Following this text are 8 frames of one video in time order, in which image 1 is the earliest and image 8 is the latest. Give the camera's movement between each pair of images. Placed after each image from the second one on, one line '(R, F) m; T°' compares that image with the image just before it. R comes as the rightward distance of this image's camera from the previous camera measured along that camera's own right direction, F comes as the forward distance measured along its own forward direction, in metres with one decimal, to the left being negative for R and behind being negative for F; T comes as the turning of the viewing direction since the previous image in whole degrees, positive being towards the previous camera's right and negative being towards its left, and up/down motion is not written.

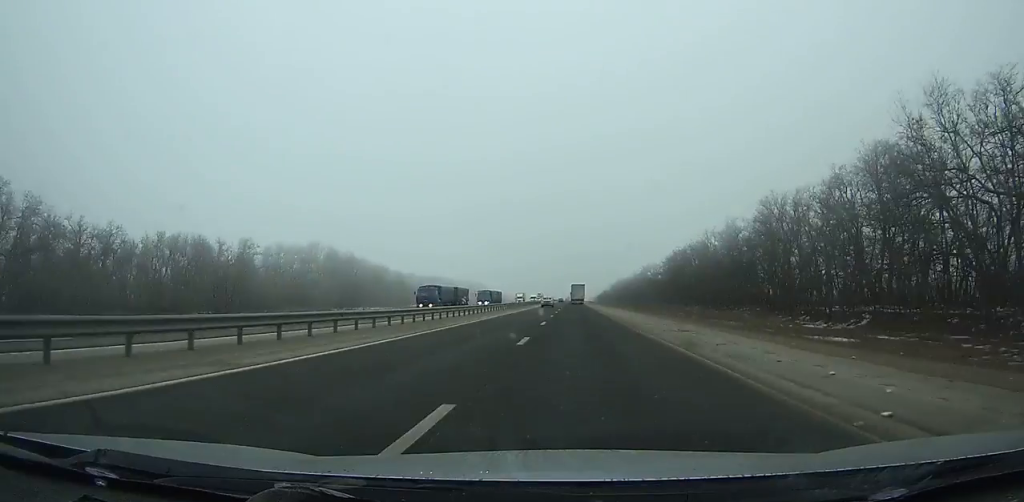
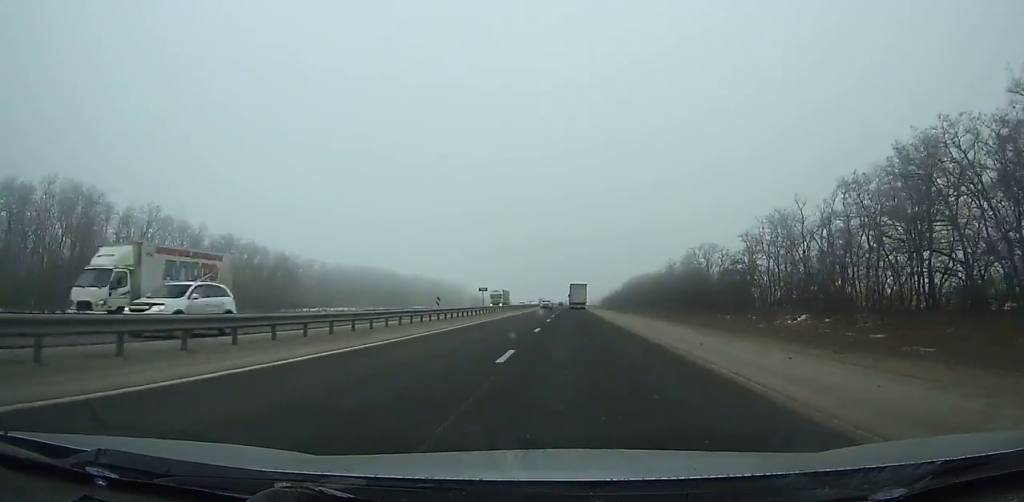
(-0.2, +89.6) m; 0°
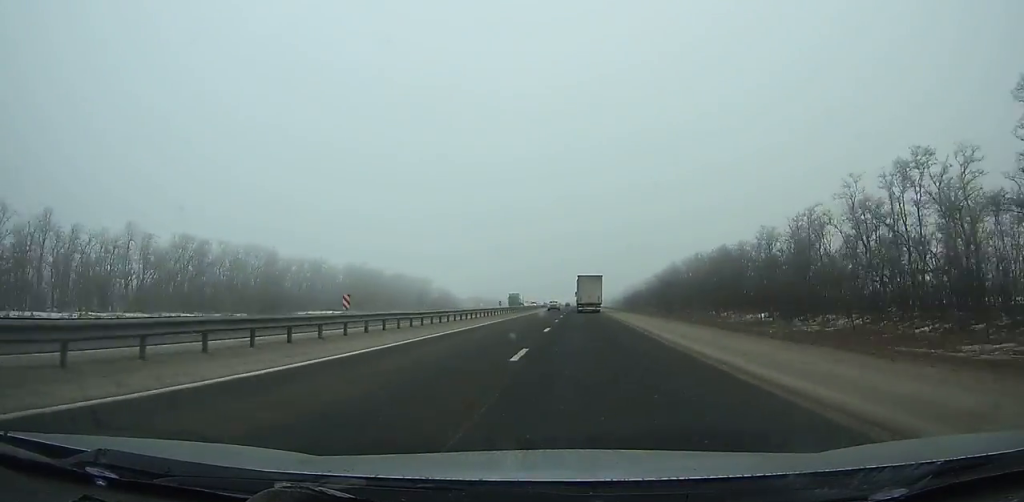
(-0.4, +95.1) m; -1°
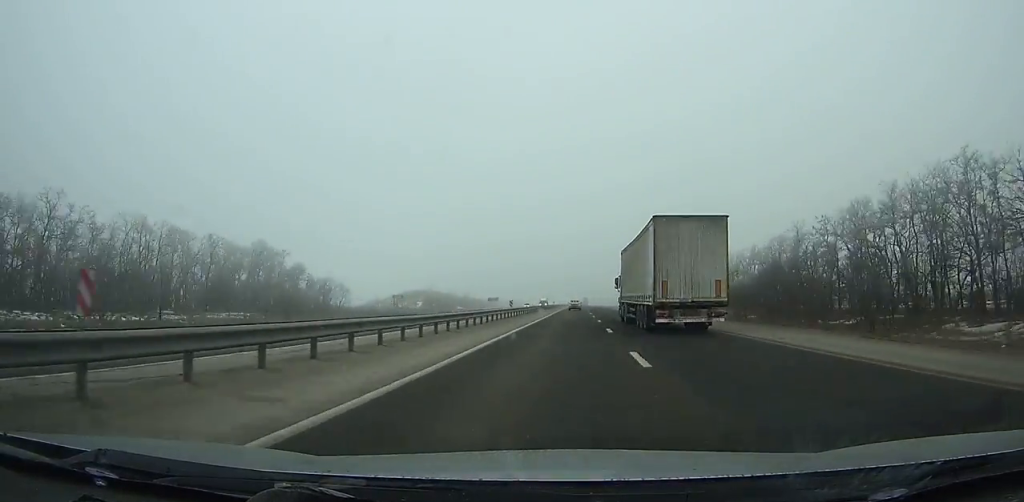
(-0.7, +133.3) m; 0°
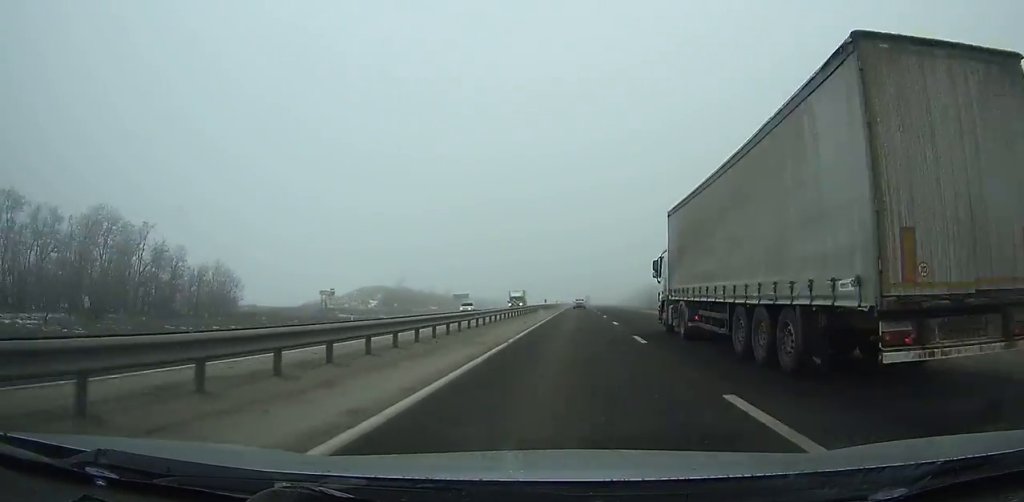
(+0.2, +41.9) m; 0°
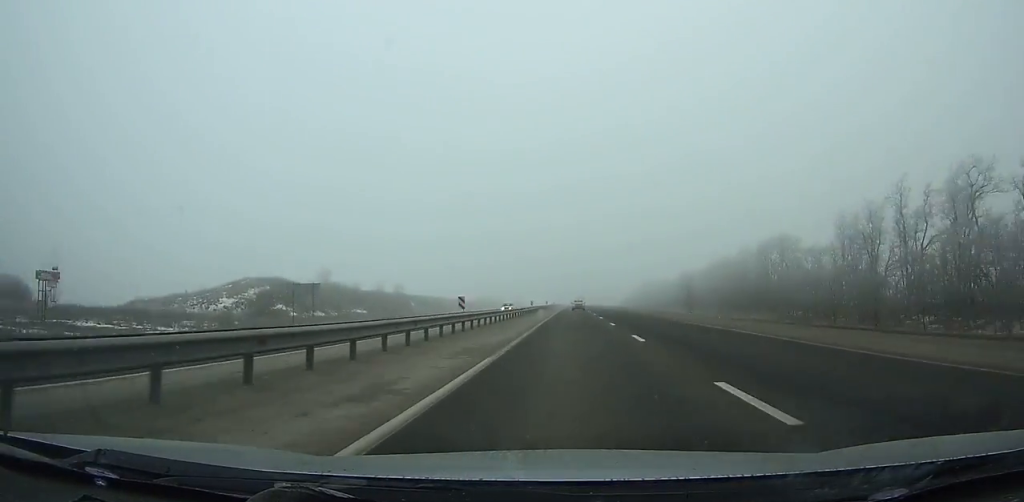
(+0.3, +58.6) m; 0°
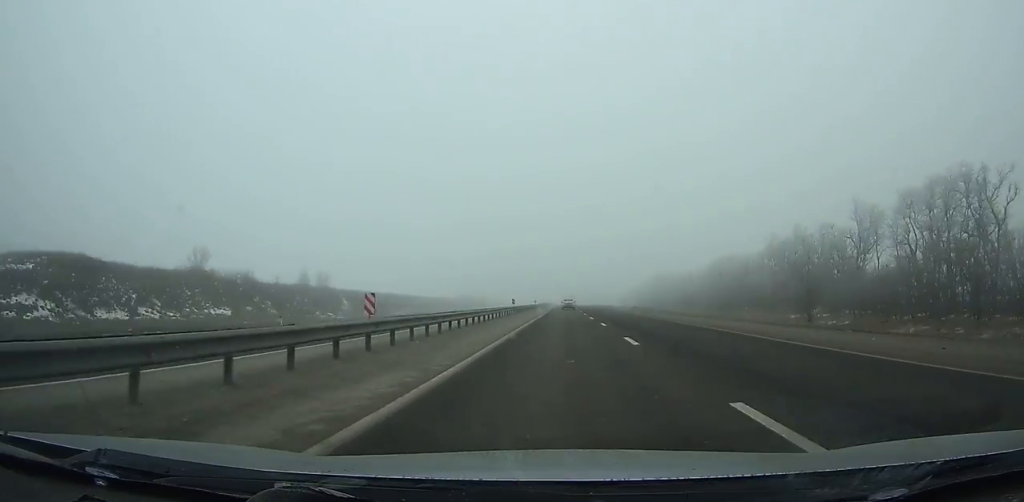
(+0.5, +50.1) m; 0°
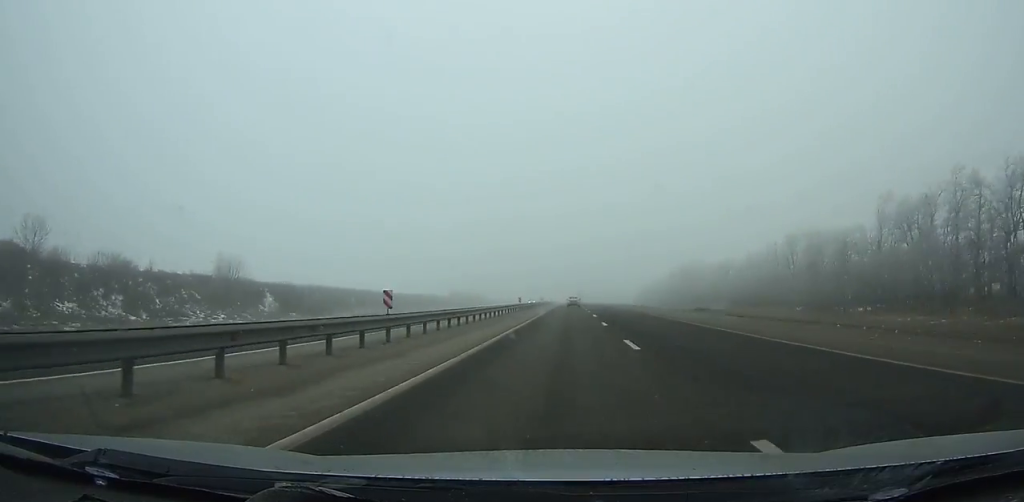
(-0.1, +38.9) m; 0°
